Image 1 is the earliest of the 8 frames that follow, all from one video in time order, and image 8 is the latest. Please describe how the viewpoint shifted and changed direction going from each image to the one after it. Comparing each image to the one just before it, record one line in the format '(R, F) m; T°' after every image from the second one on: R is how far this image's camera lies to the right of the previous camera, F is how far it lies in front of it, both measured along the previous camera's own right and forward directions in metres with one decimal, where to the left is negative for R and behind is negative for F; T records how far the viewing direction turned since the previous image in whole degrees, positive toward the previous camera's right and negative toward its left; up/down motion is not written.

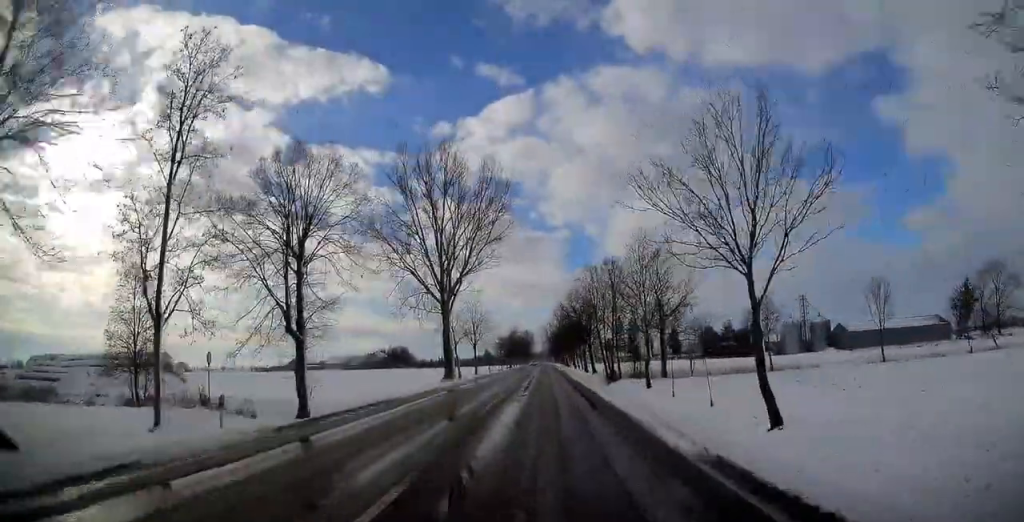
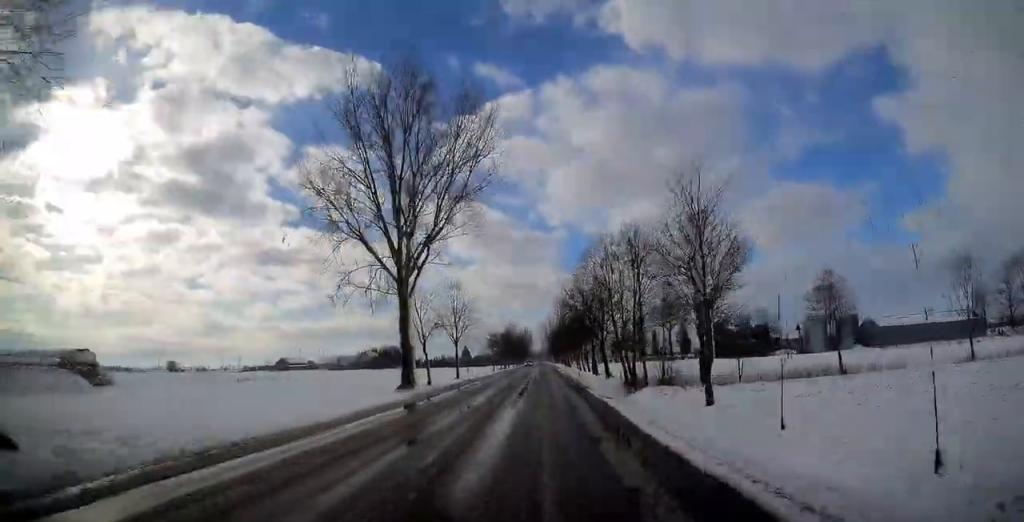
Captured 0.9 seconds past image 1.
(0.0, +18.0) m; 0°
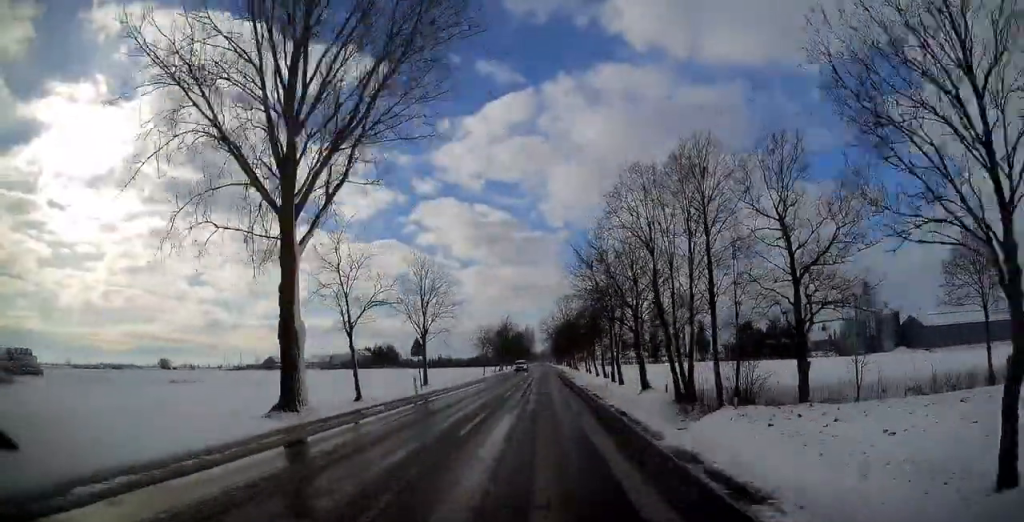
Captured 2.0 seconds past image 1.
(0.0, +20.7) m; 0°
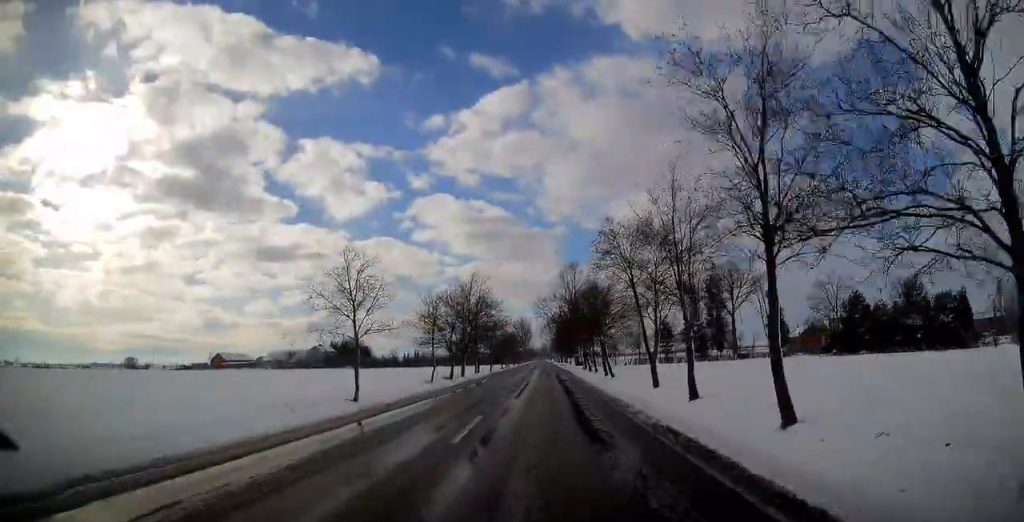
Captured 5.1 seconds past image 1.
(-0.1, +60.5) m; 0°
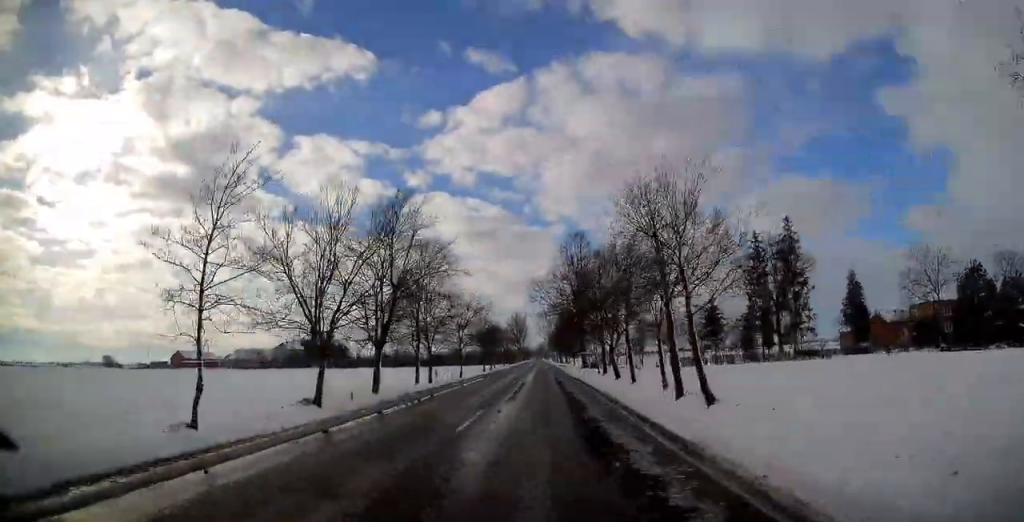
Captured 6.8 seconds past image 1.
(0.0, +34.2) m; 0°
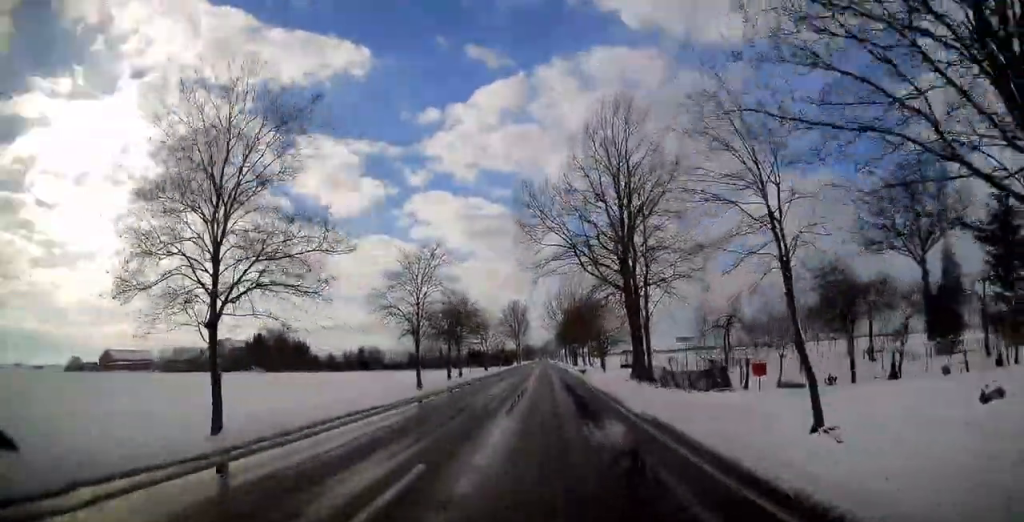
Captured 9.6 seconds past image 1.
(+0.2, +54.4) m; 0°
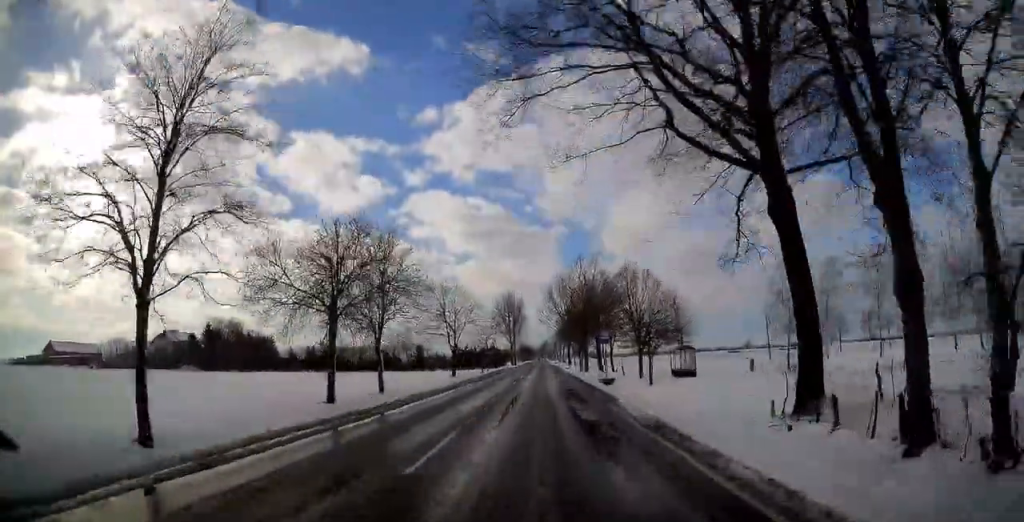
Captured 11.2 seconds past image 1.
(0.0, +32.1) m; 0°
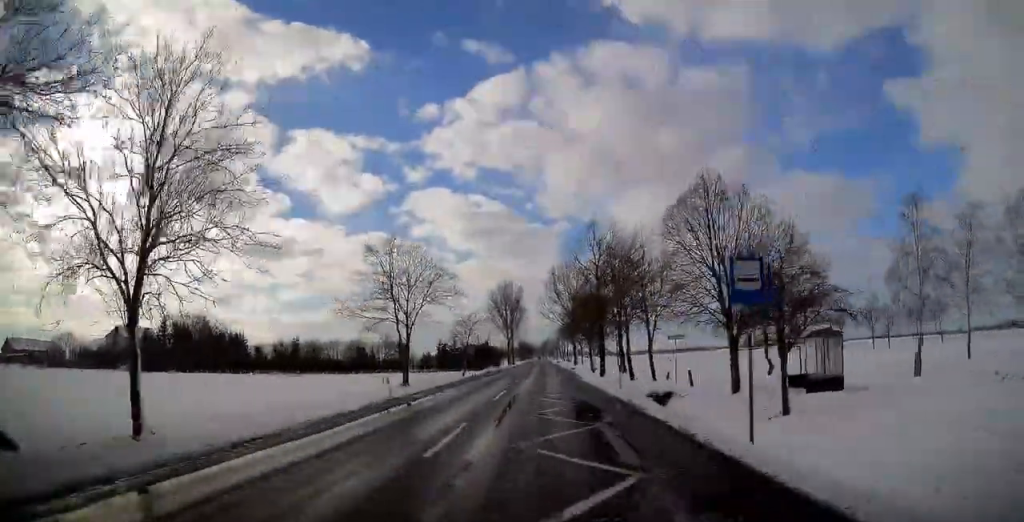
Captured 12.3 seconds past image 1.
(0.0, +22.3) m; 0°
